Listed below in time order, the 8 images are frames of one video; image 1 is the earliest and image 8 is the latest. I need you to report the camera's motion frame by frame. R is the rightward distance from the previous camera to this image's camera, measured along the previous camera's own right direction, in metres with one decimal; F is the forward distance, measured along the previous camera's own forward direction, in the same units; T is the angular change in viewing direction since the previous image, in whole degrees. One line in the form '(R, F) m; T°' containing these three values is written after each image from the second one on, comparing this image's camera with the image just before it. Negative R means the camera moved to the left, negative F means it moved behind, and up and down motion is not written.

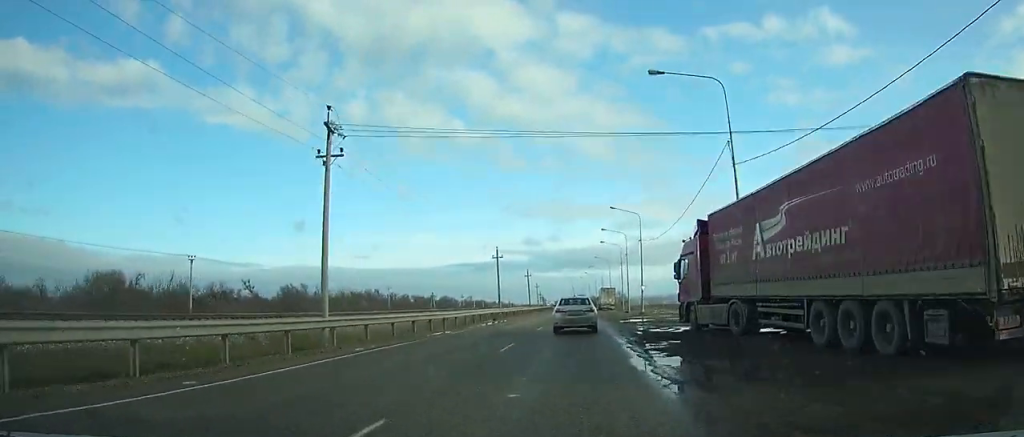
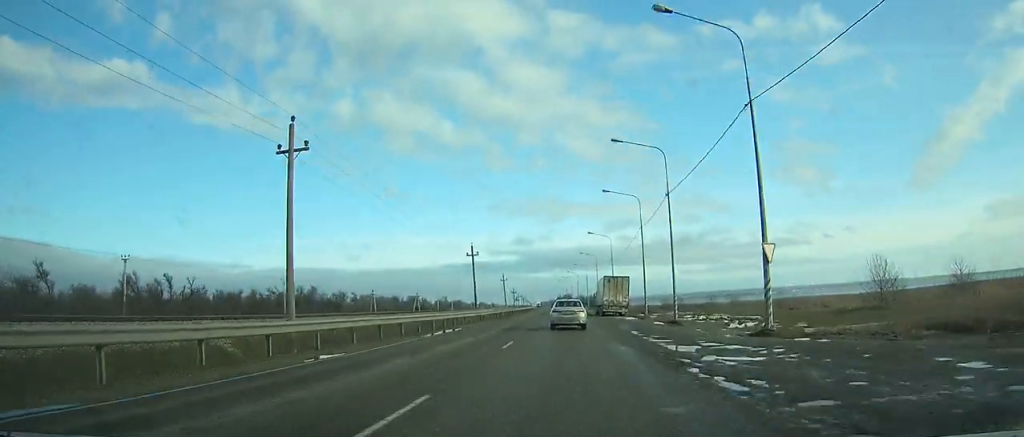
(+0.2, +49.0) m; 0°
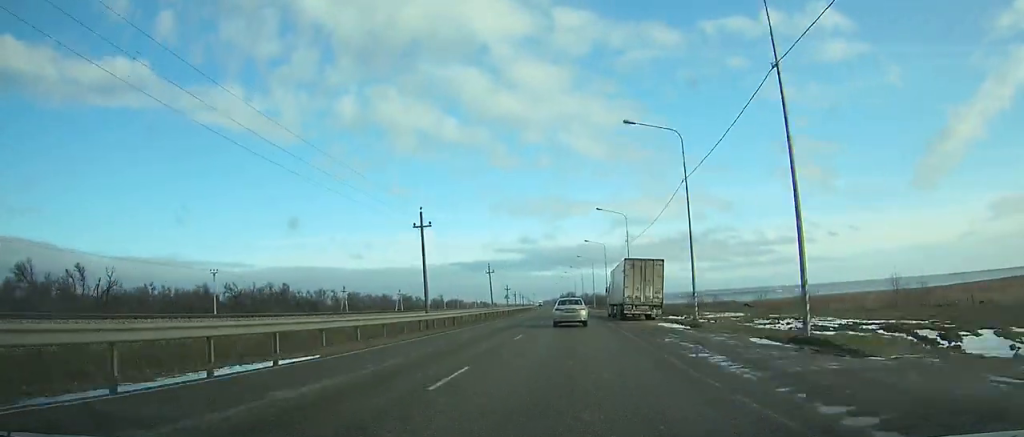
(0.0, +22.7) m; 0°
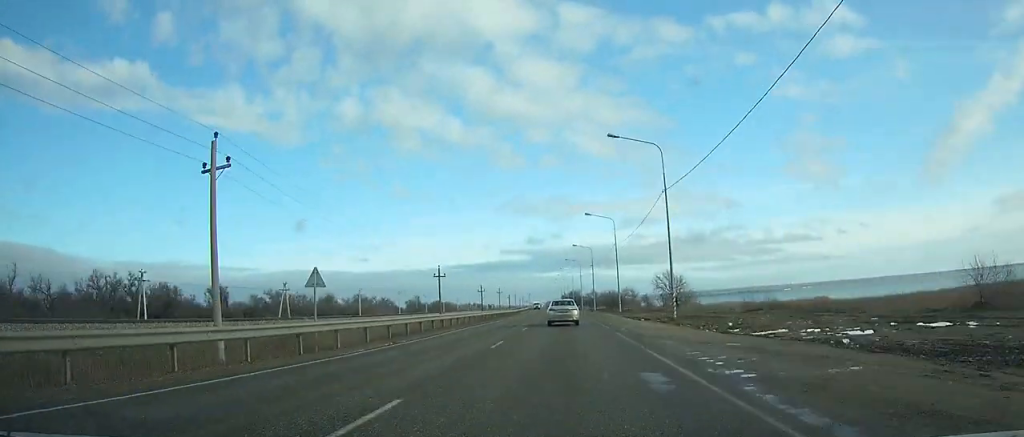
(-0.3, +66.3) m; -1°
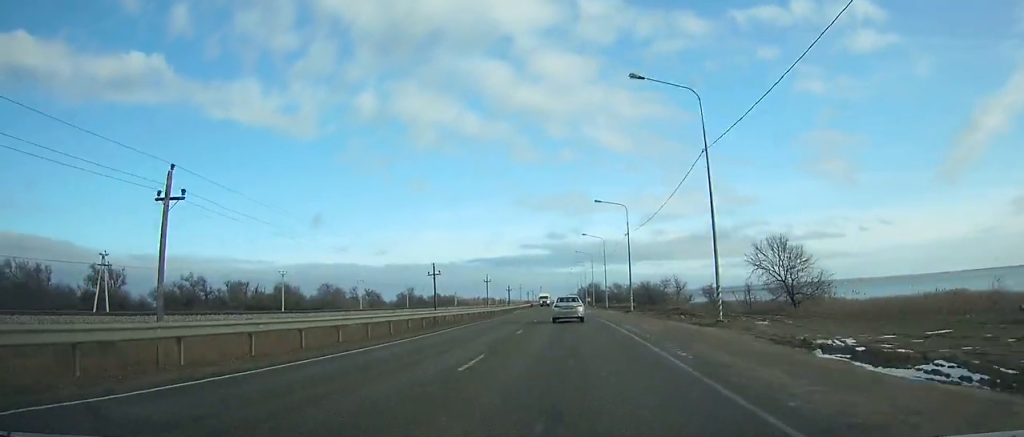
(-0.3, +43.9) m; -1°
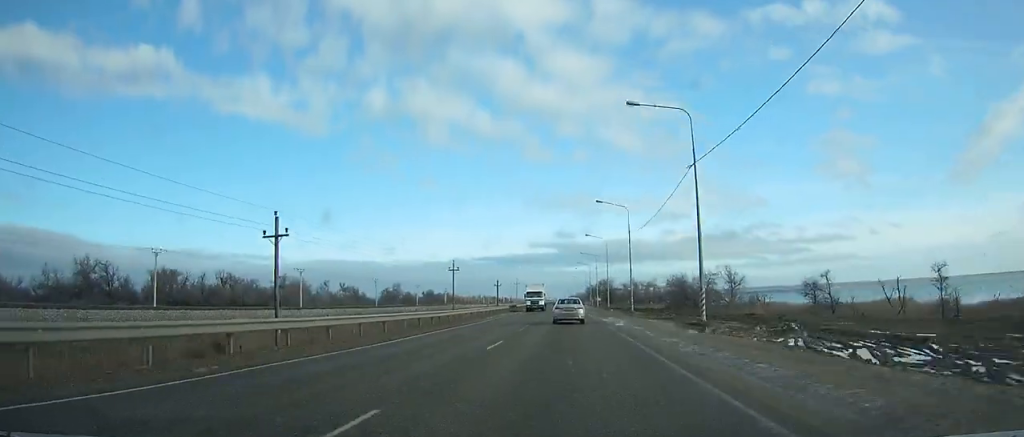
(0.0, +31.5) m; -1°
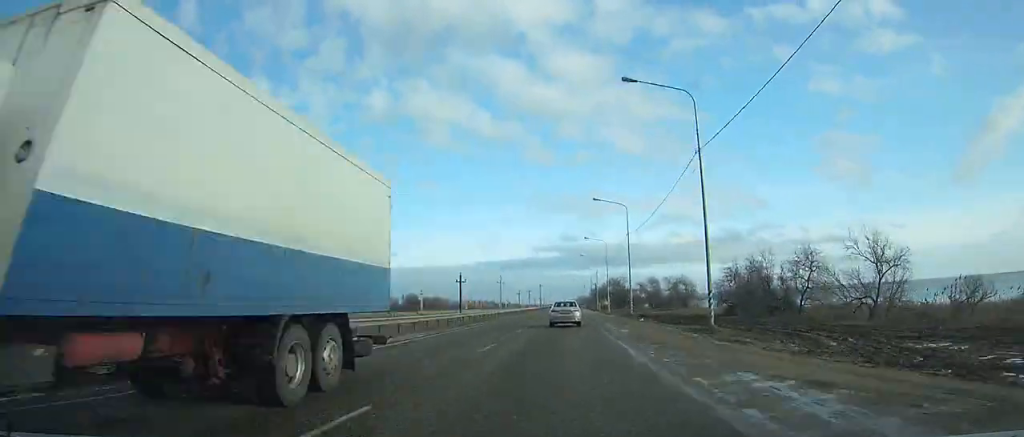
(-0.4, +37.1) m; 0°
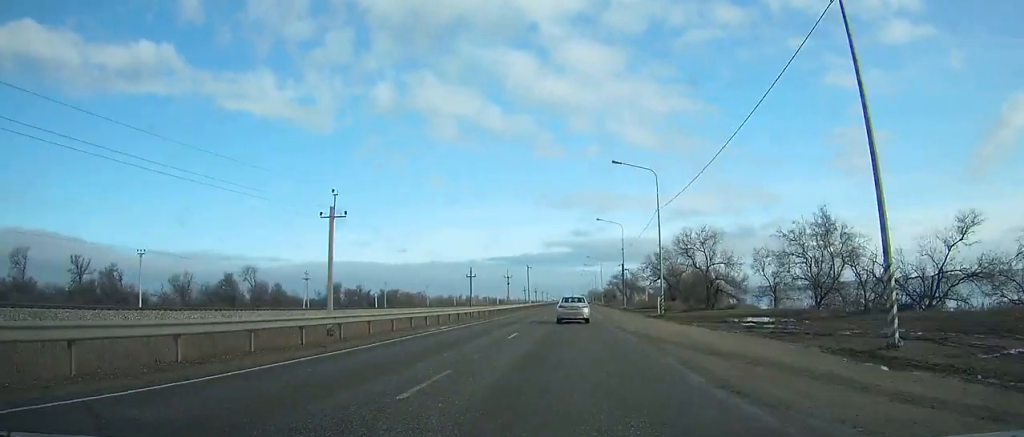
(-0.3, +82.1) m; 0°
